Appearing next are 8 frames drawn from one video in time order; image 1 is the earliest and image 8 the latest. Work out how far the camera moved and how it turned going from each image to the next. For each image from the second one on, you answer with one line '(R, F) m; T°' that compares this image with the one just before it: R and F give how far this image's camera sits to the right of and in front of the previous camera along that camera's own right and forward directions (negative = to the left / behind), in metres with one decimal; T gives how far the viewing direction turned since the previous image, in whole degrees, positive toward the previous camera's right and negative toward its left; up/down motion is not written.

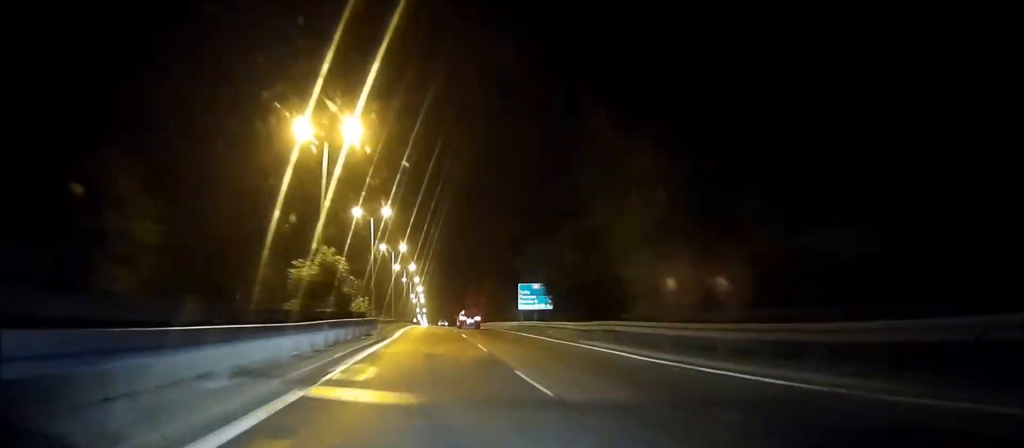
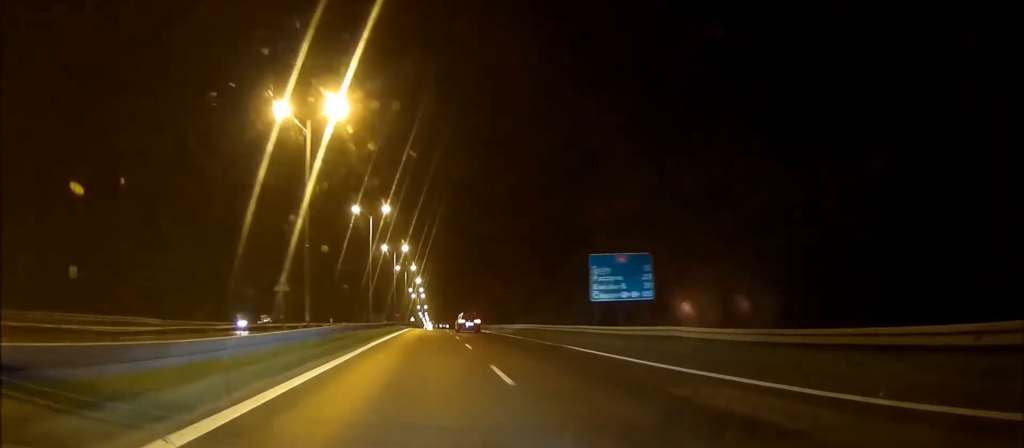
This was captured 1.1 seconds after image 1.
(-0.2, +32.5) m; -1°
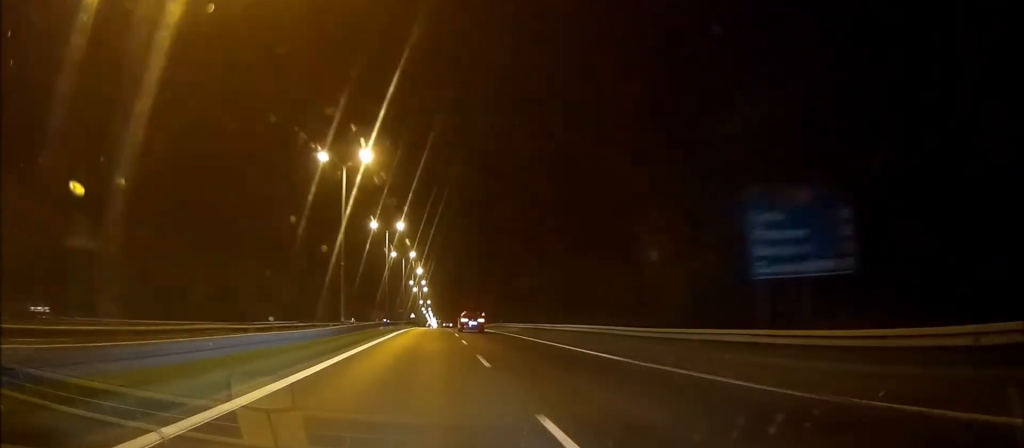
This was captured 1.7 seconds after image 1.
(-0.1, +18.6) m; 0°
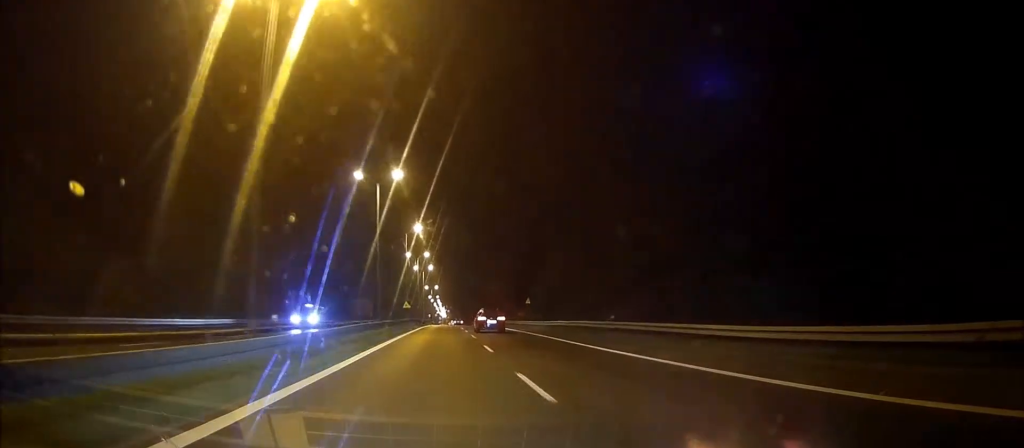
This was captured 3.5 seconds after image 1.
(+0.1, +52.6) m; 0°
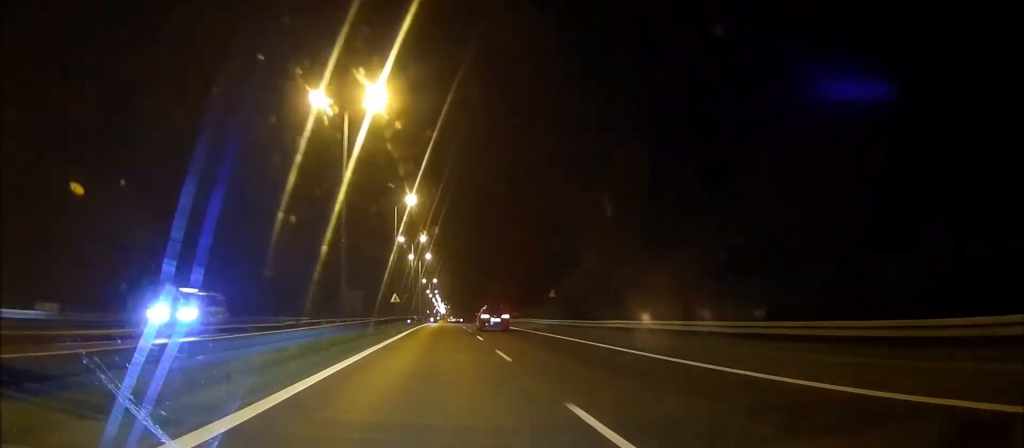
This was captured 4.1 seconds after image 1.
(+0.1, +16.4) m; 0°
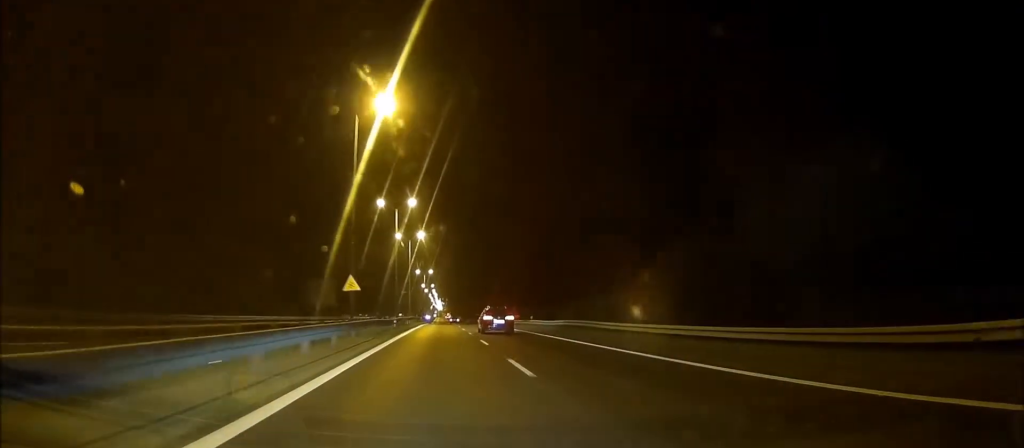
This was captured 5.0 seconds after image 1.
(-0.1, +26.9) m; 0°
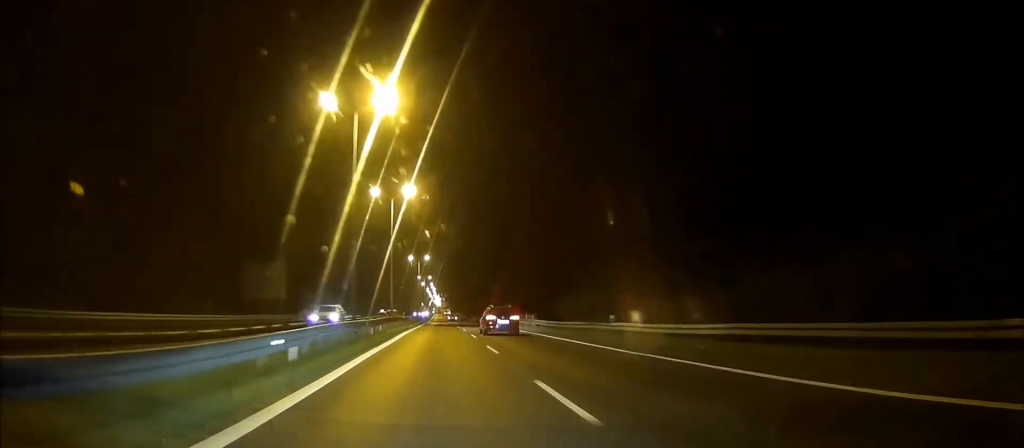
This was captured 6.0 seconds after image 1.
(0.0, +28.6) m; 0°
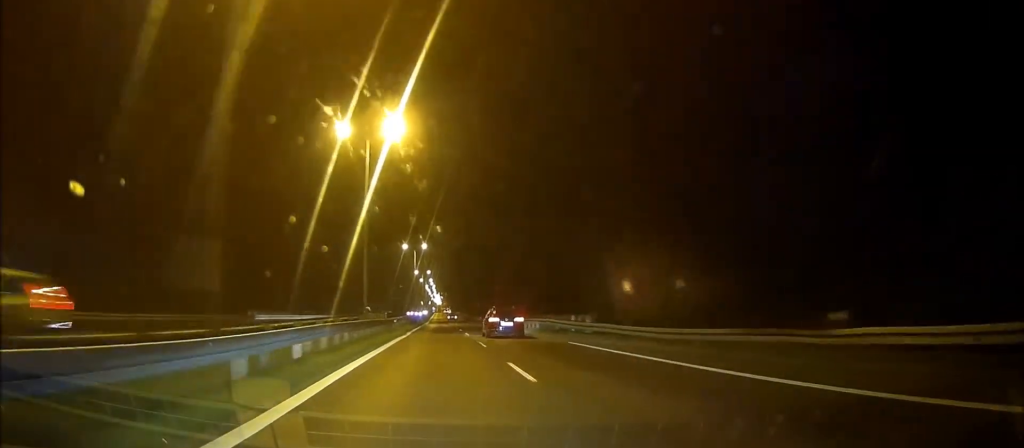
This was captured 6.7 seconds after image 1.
(0.0, +19.0) m; 0°
